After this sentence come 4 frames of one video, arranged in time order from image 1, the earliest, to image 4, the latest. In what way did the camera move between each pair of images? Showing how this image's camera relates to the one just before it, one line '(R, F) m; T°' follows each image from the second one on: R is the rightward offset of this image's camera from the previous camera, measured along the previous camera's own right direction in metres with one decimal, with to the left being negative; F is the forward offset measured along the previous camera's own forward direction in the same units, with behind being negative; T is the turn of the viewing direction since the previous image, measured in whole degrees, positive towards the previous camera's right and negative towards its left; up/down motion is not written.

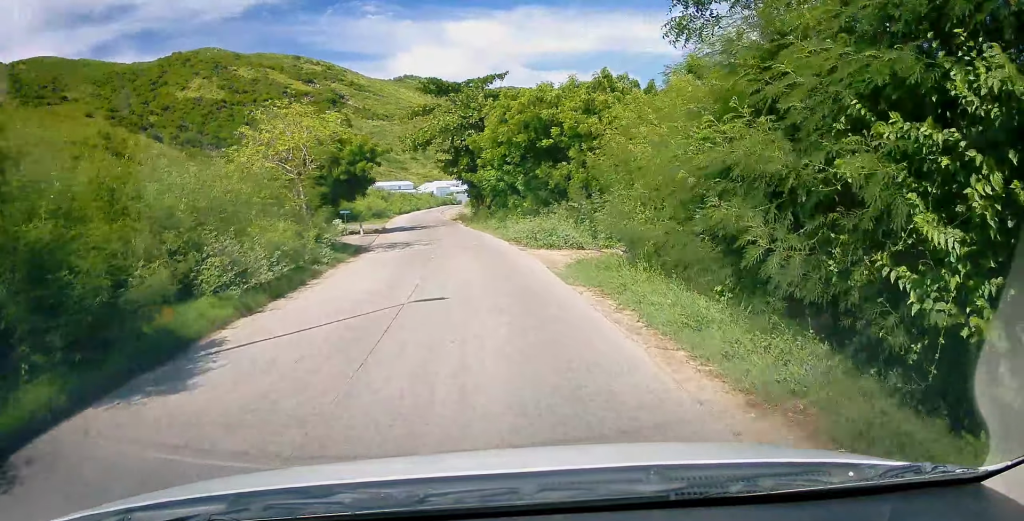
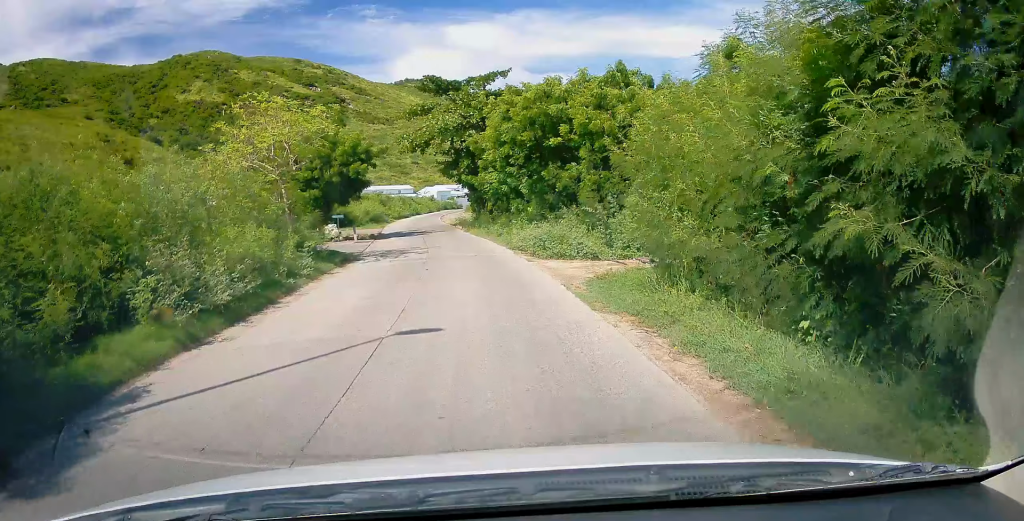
(0.0, +2.1) m; 0°
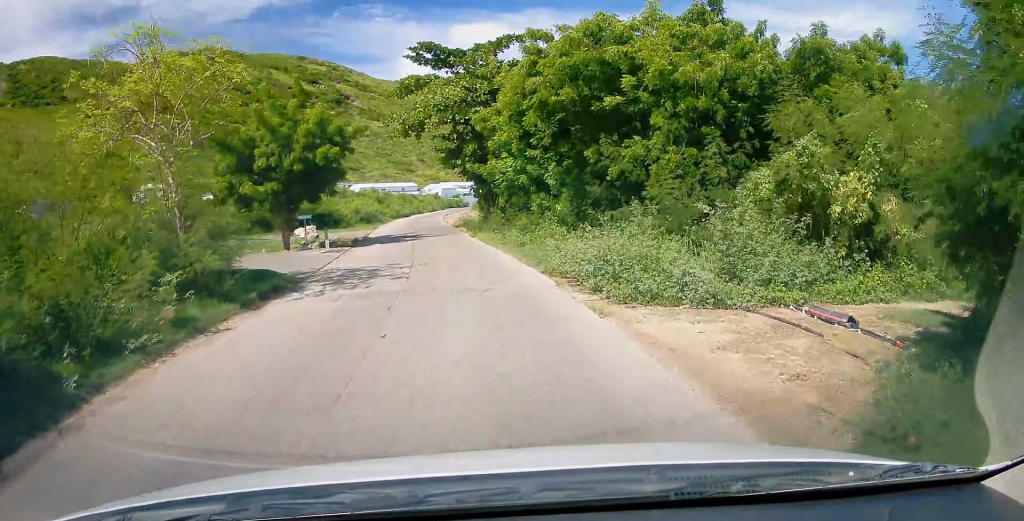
(+0.2, +7.9) m; +4°
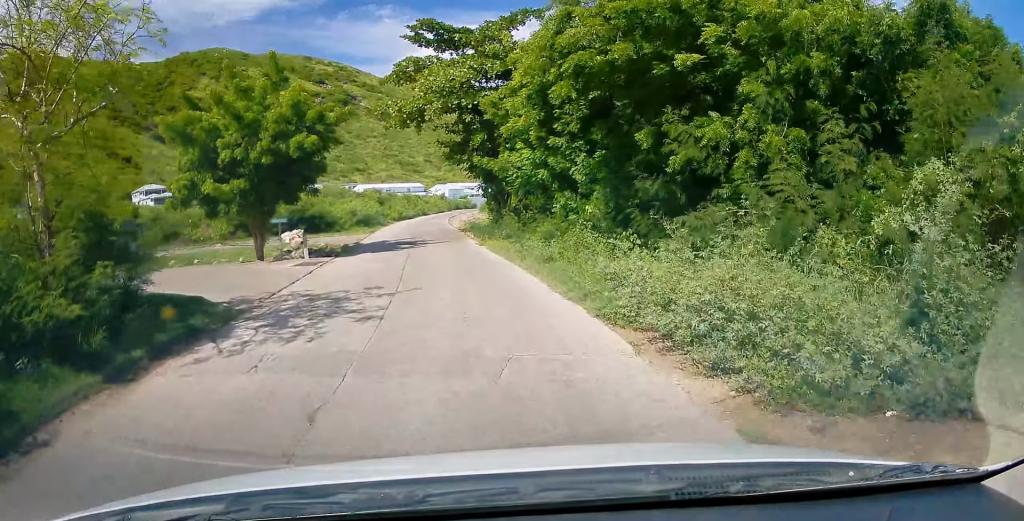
(+0.2, +4.4) m; -4°
